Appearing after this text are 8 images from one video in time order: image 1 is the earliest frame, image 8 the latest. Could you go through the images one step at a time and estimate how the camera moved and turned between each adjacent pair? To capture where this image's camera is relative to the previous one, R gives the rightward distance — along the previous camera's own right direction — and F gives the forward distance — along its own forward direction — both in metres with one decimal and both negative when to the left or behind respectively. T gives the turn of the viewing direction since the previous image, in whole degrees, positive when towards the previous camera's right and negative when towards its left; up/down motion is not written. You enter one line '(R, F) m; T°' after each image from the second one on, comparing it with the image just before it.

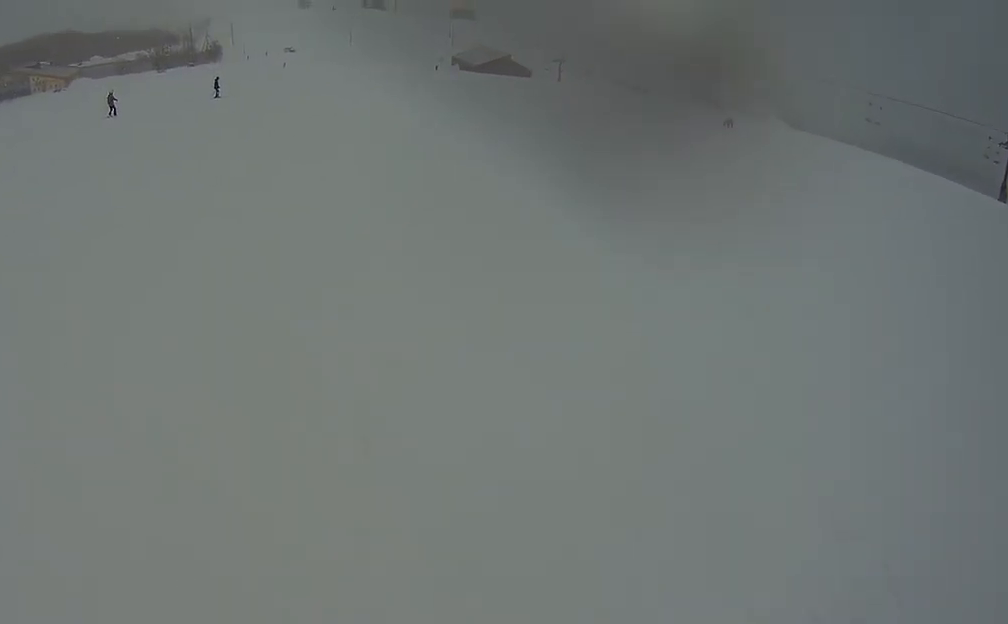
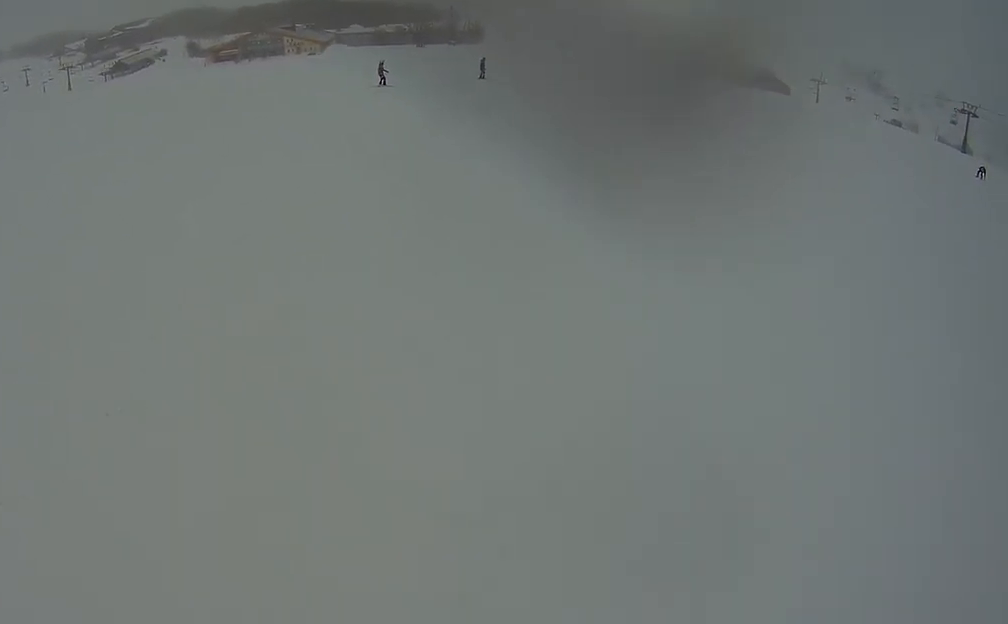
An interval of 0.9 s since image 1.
(-0.5, +3.2) m; +5°
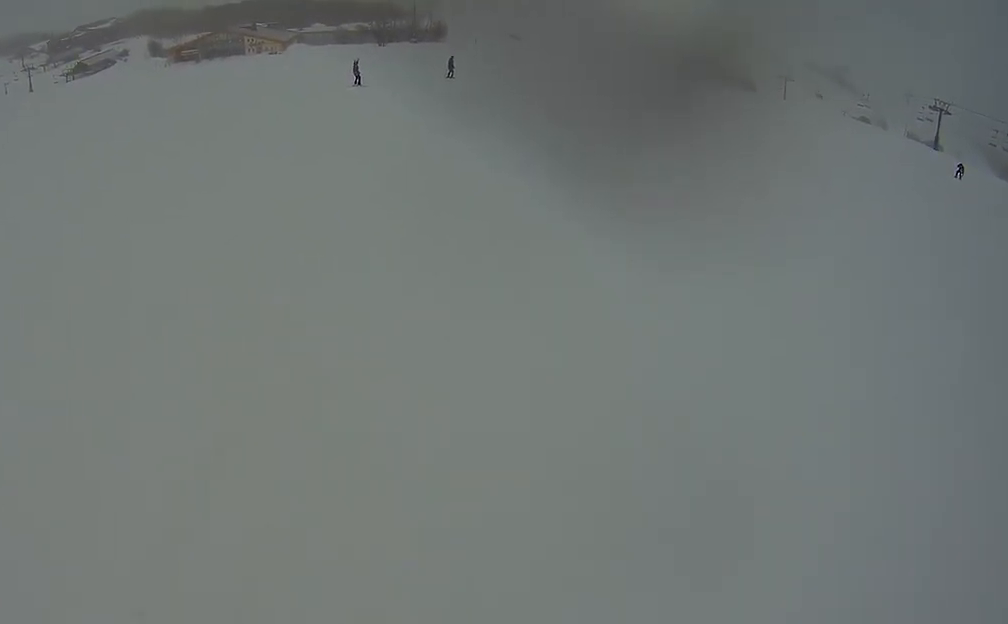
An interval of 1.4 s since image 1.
(+0.3, +1.9) m; -3°
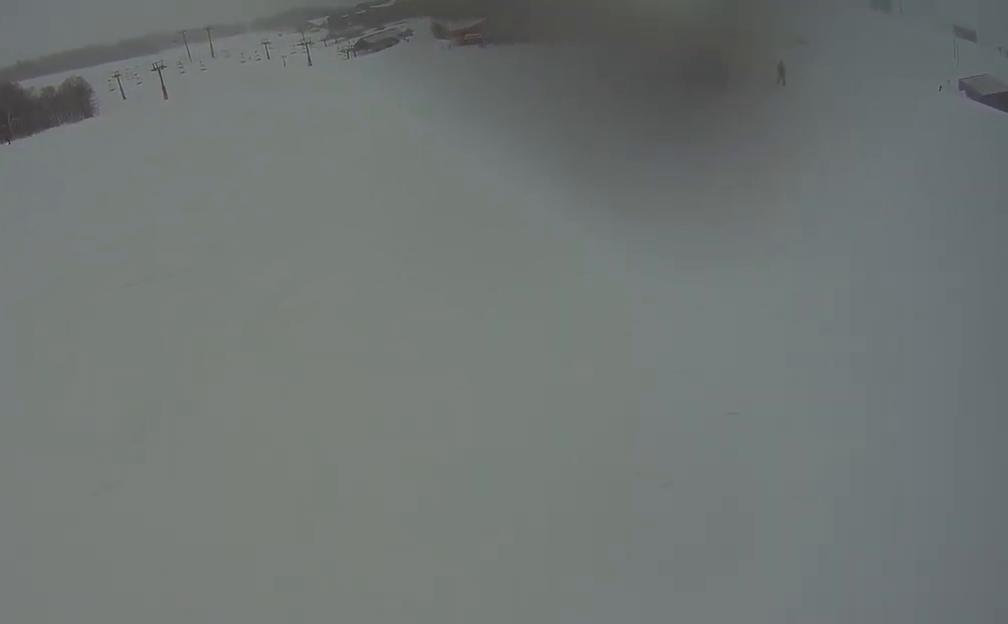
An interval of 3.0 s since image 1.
(-1.2, +6.3) m; -27°
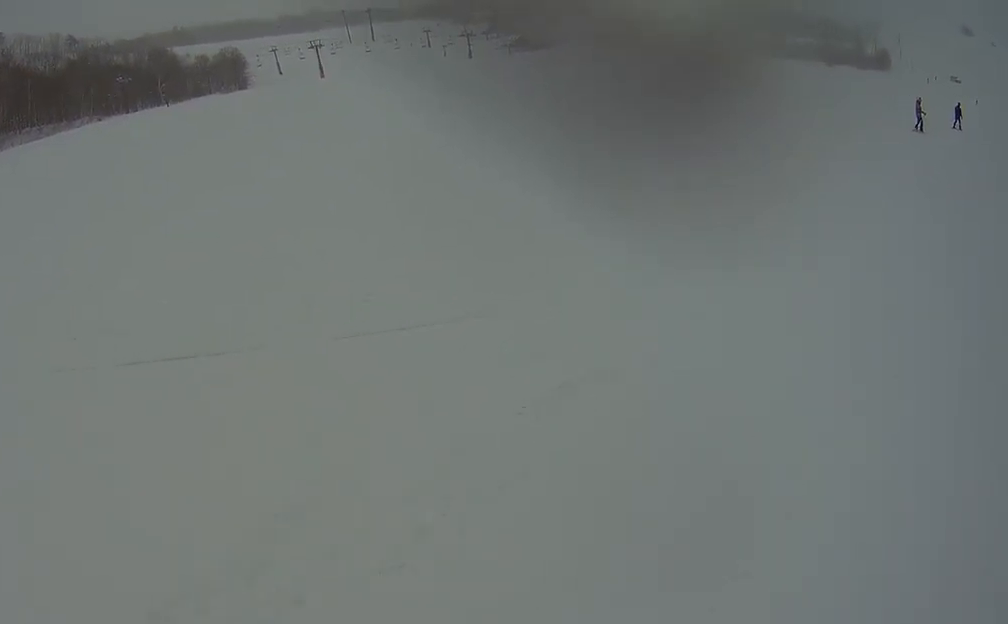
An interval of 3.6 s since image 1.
(0.0, +2.6) m; -13°
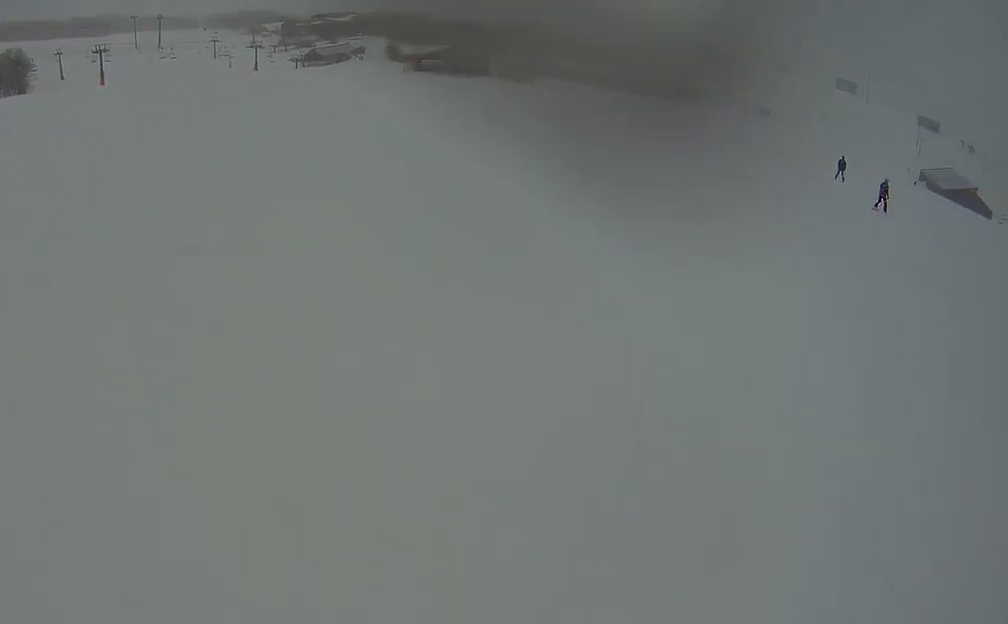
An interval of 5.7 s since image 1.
(-3.4, +7.5) m; -17°
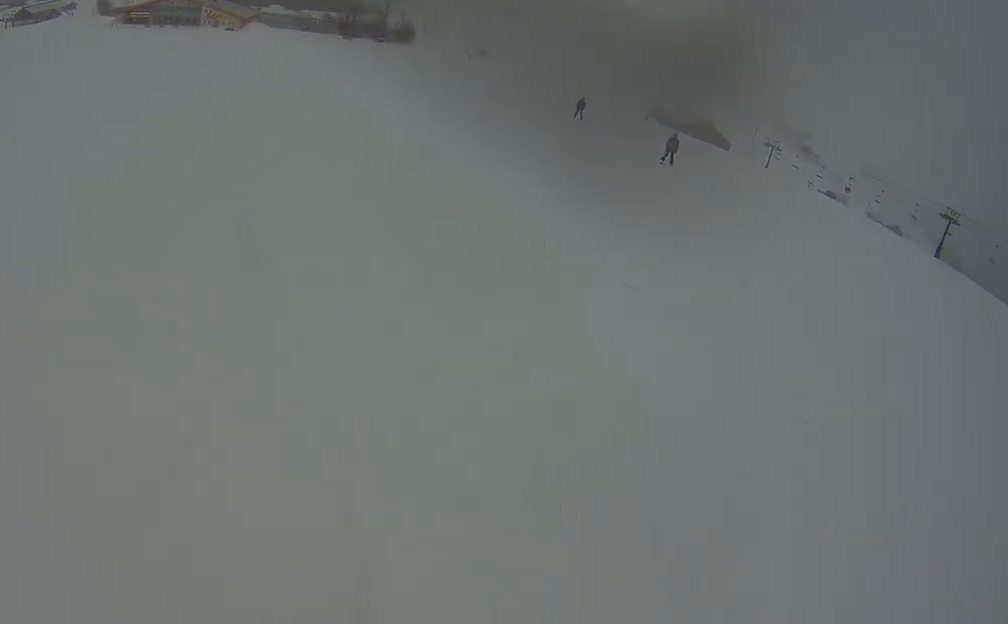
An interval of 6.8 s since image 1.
(+1.4, +4.3) m; +44°
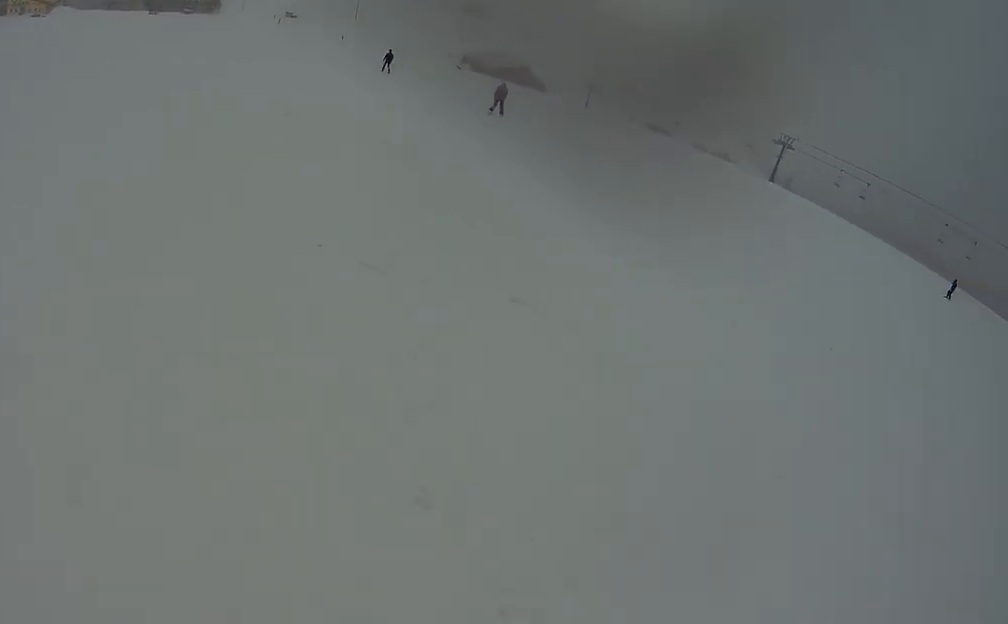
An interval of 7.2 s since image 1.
(+0.3, +1.7) m; +11°
